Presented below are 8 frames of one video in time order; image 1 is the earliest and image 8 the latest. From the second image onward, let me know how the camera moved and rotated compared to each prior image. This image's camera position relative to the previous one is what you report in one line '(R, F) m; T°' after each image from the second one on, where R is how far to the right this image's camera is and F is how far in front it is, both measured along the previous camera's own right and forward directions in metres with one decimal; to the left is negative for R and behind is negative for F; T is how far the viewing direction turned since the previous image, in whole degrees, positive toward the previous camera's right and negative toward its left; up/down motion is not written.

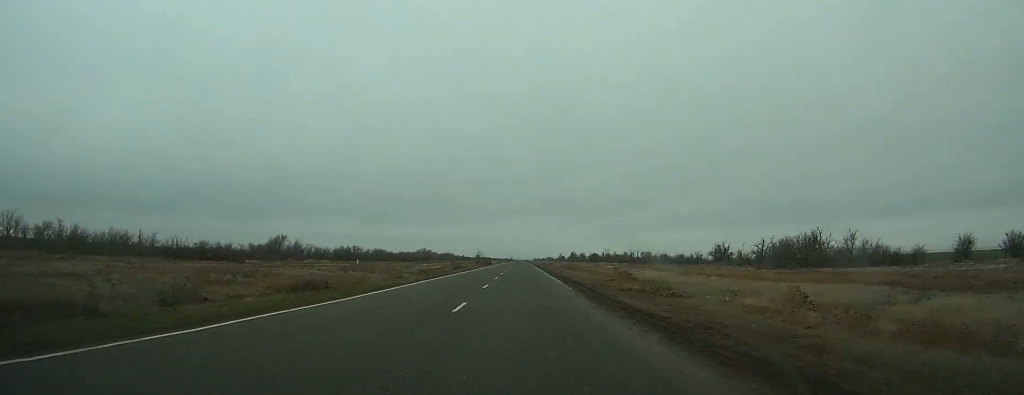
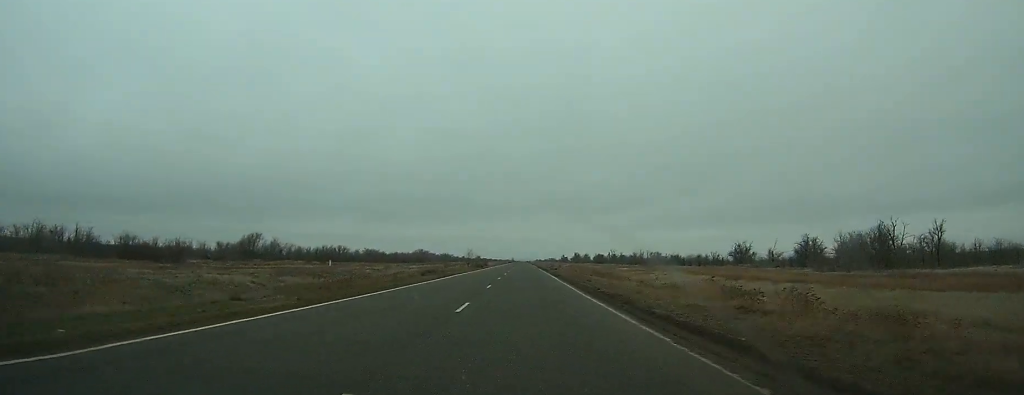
(0.0, +22.5) m; 0°
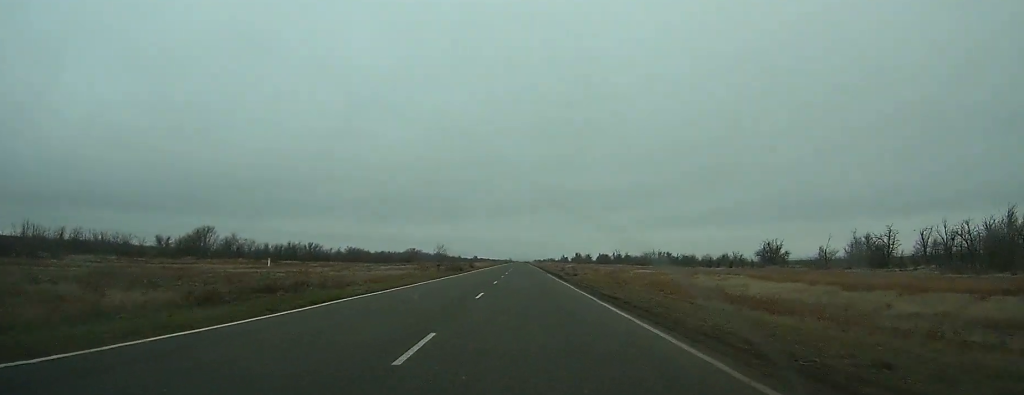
(0.0, +30.9) m; 0°
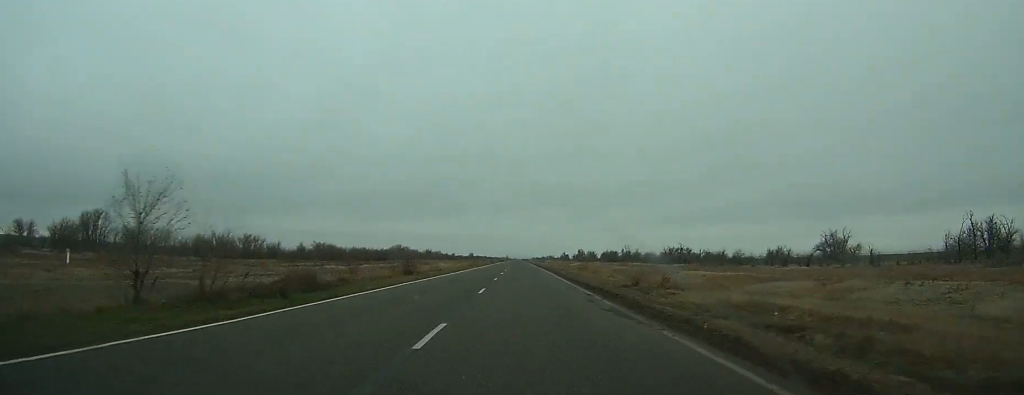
(0.0, +50.5) m; 0°
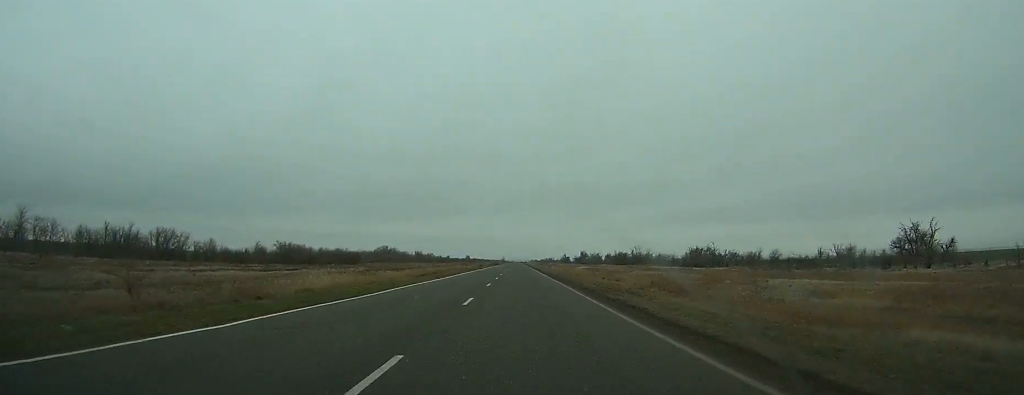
(+0.1, +44.3) m; 0°
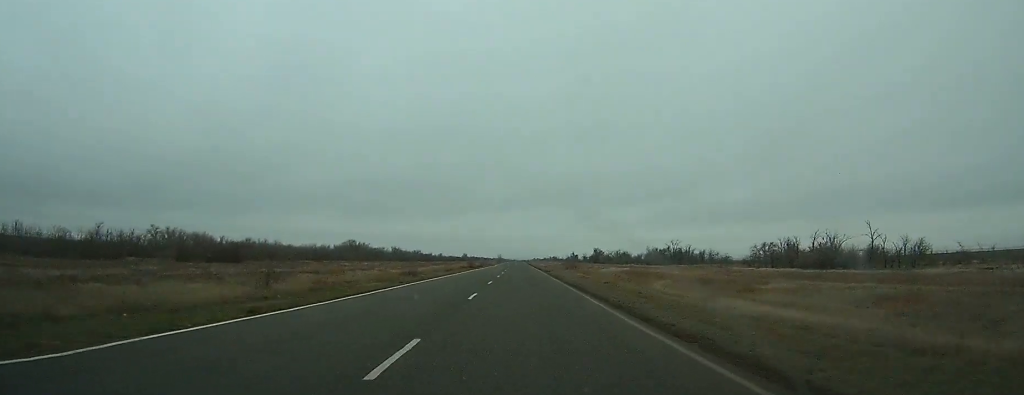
(+0.1, +86.0) m; 0°
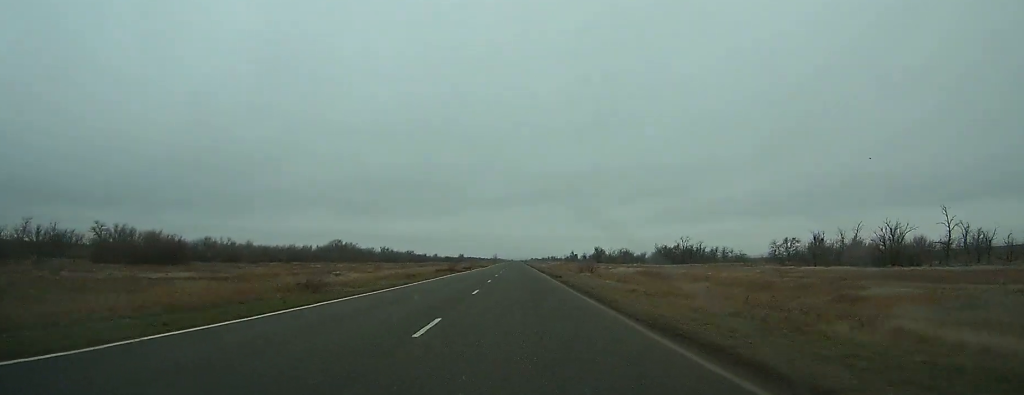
(0.0, +20.5) m; 0°
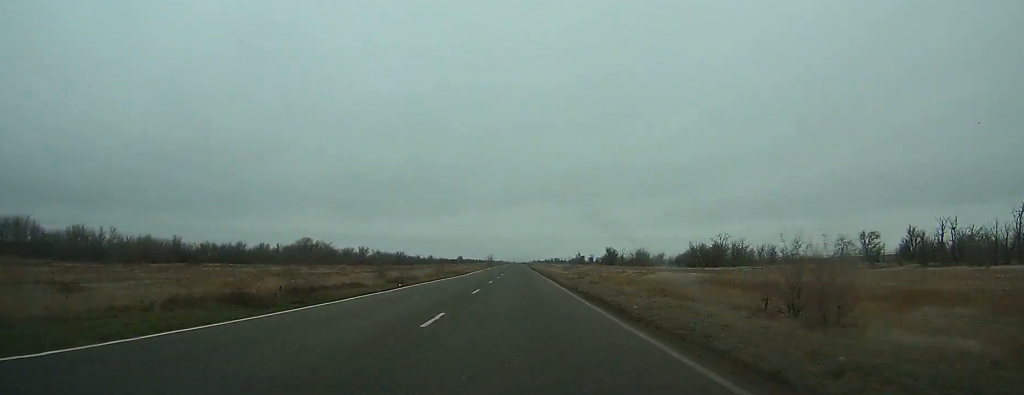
(0.0, +45.8) m; 0°
